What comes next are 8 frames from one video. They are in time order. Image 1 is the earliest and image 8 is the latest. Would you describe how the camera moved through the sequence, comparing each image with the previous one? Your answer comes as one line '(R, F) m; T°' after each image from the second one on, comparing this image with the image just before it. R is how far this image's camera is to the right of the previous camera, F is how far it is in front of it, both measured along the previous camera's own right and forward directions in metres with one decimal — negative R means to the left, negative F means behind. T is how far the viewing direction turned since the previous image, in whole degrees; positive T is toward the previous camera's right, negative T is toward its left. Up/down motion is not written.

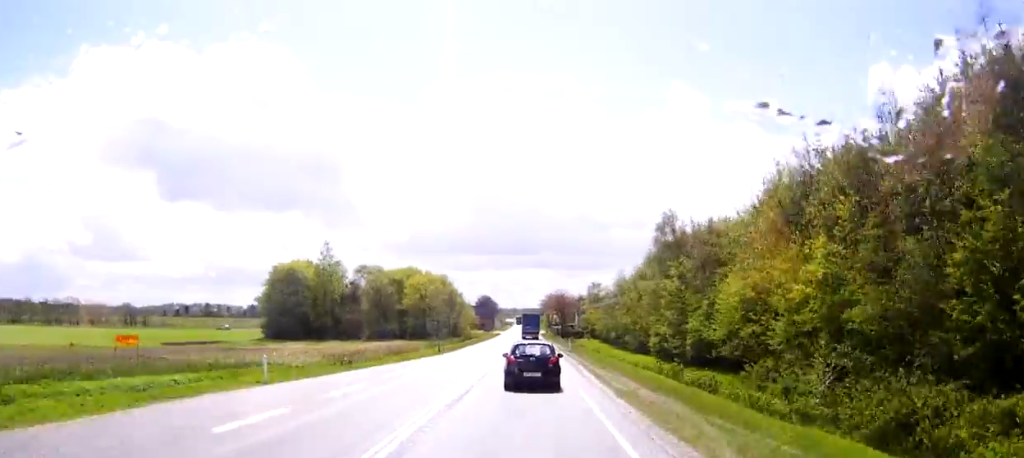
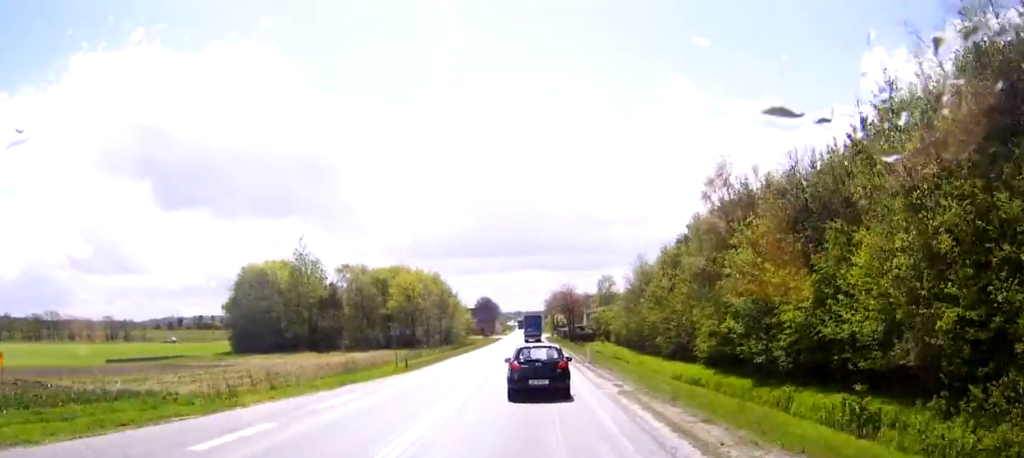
(-0.1, +16.9) m; 0°
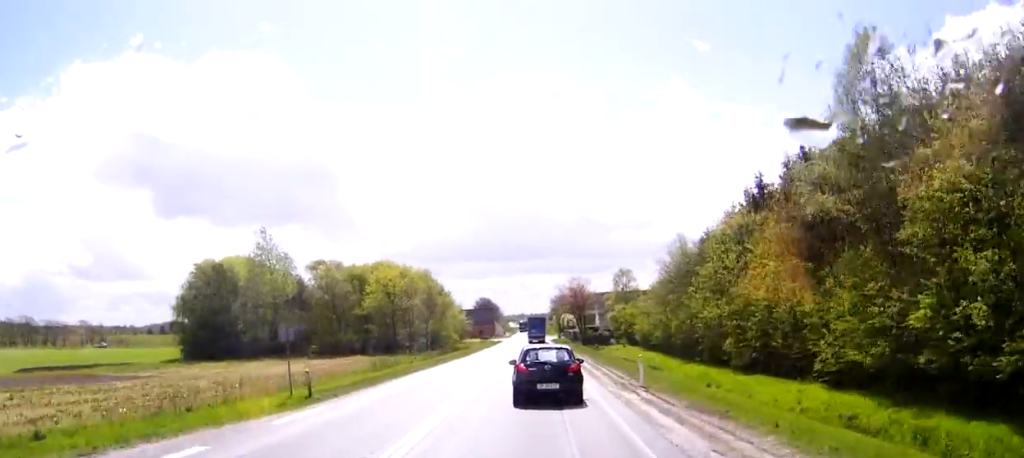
(-0.1, +19.4) m; 0°
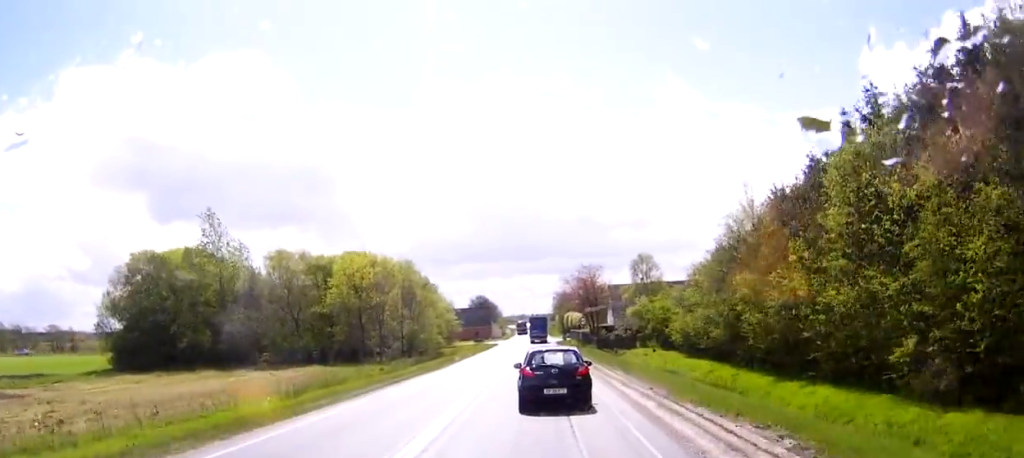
(0.0, +19.5) m; 0°
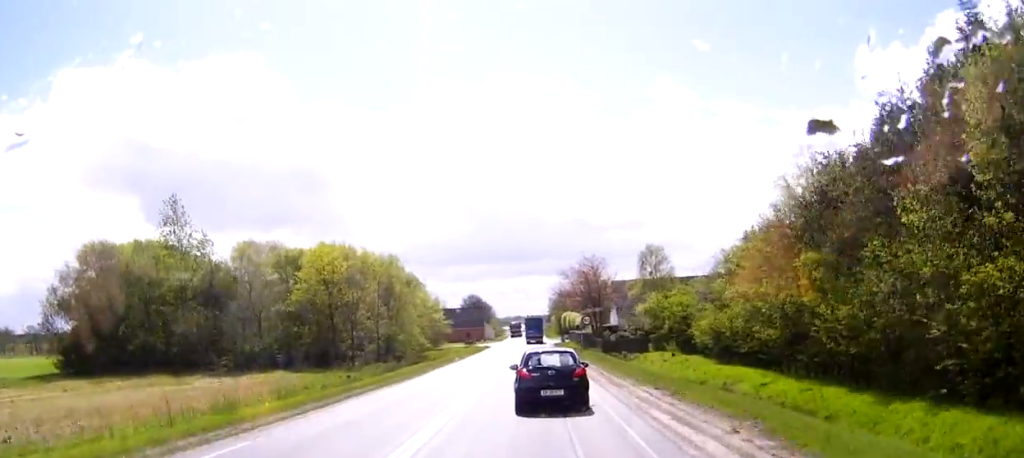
(0.0, +10.3) m; 0°
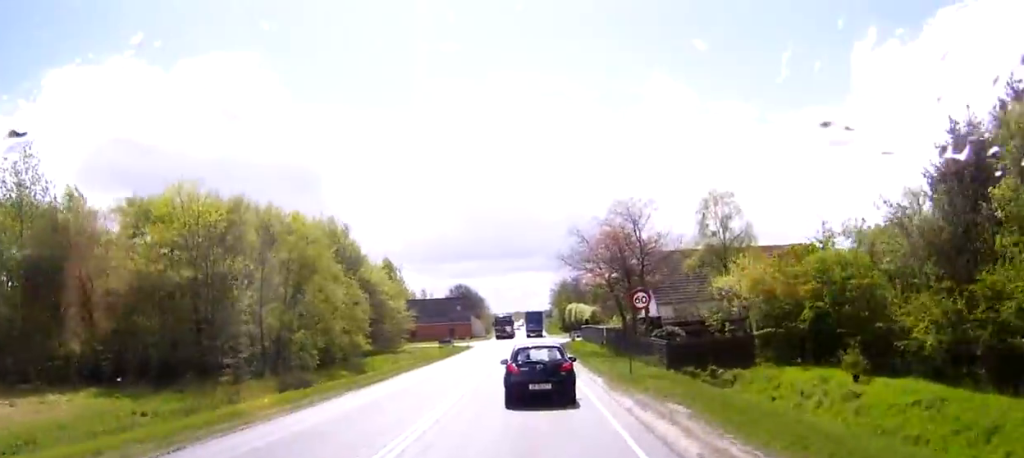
(+0.2, +30.2) m; +1°
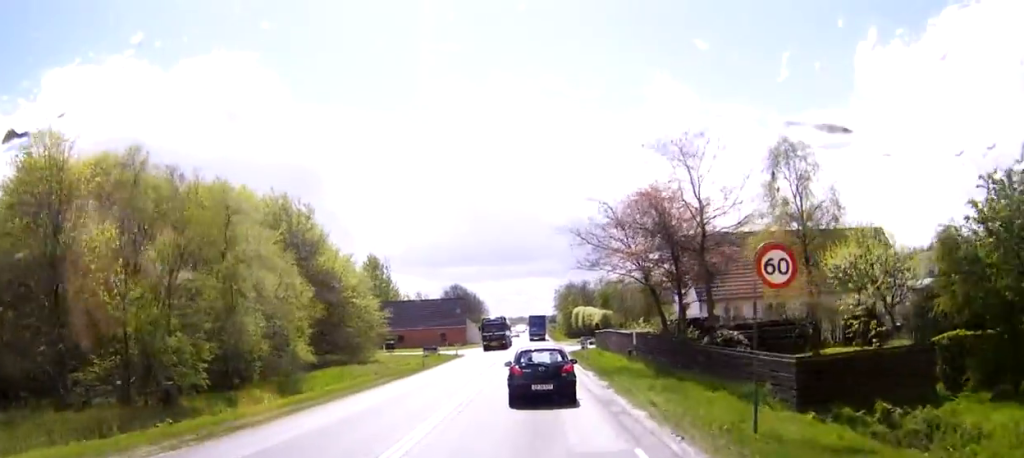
(0.0, +15.1) m; 0°
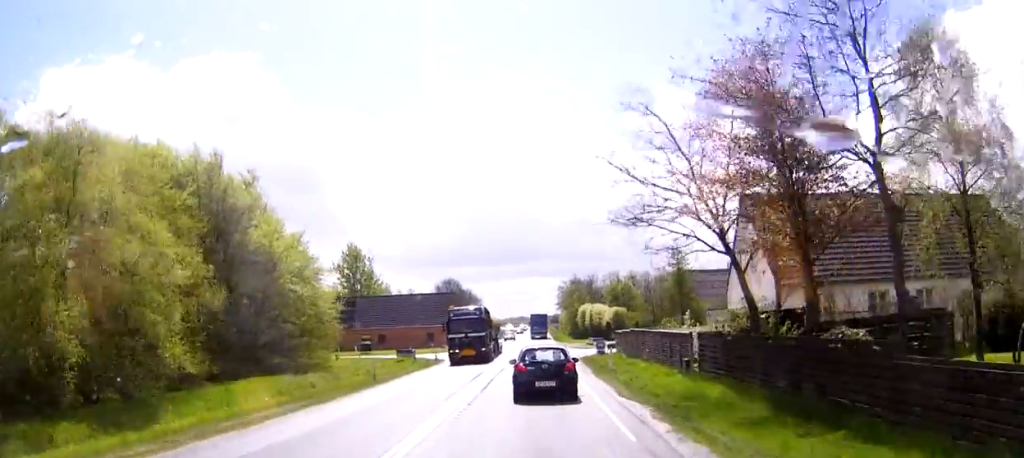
(0.0, +15.2) m; 0°
